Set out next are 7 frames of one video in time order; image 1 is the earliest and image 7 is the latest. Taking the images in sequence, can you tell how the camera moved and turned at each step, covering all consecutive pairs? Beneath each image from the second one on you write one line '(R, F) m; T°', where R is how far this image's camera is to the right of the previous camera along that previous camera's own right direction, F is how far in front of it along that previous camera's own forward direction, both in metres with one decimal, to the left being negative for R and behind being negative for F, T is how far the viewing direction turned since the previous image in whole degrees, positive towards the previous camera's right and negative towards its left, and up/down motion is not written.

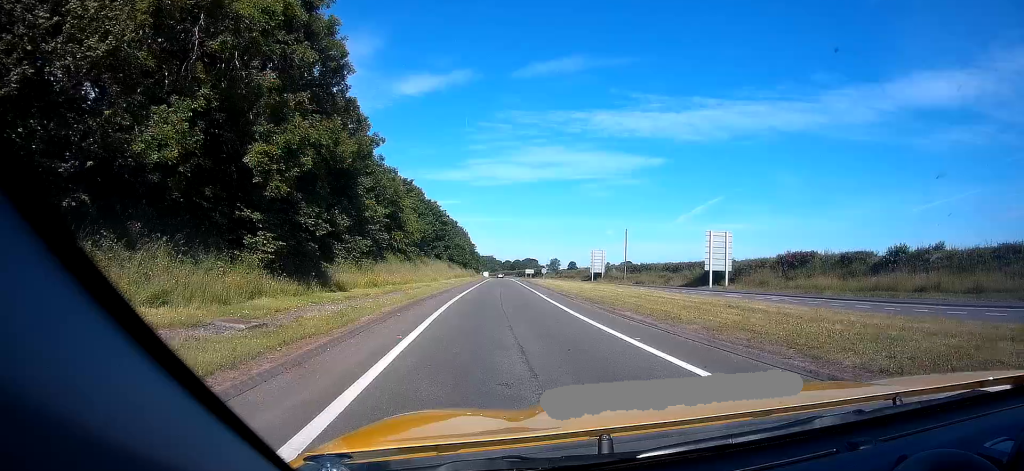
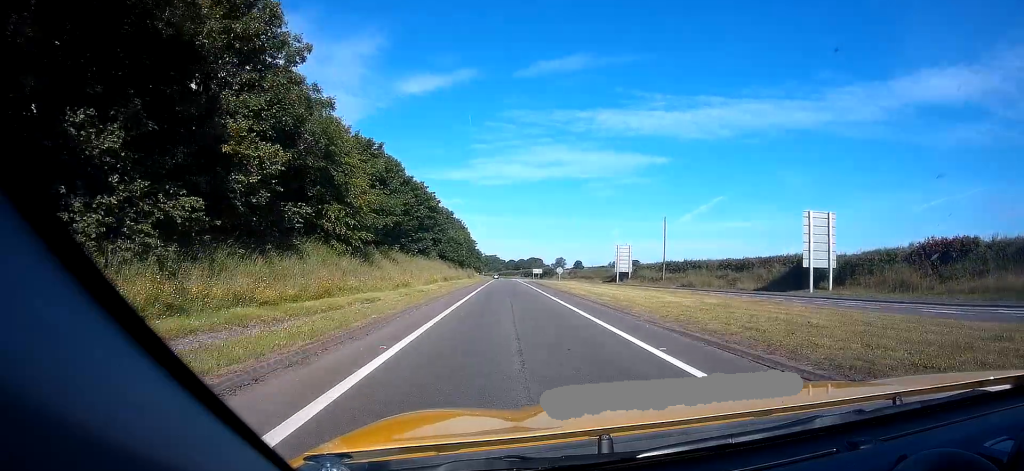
(-0.3, +20.4) m; 0°
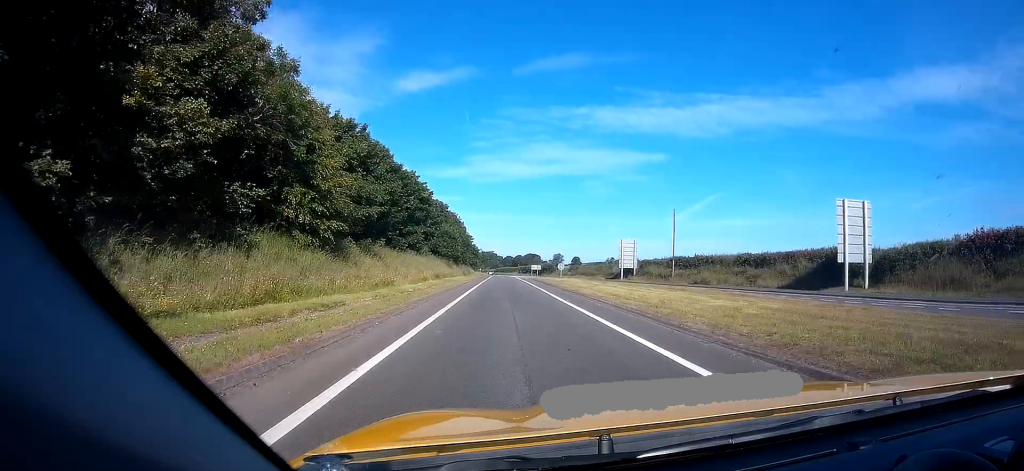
(0.0, +5.0) m; 0°
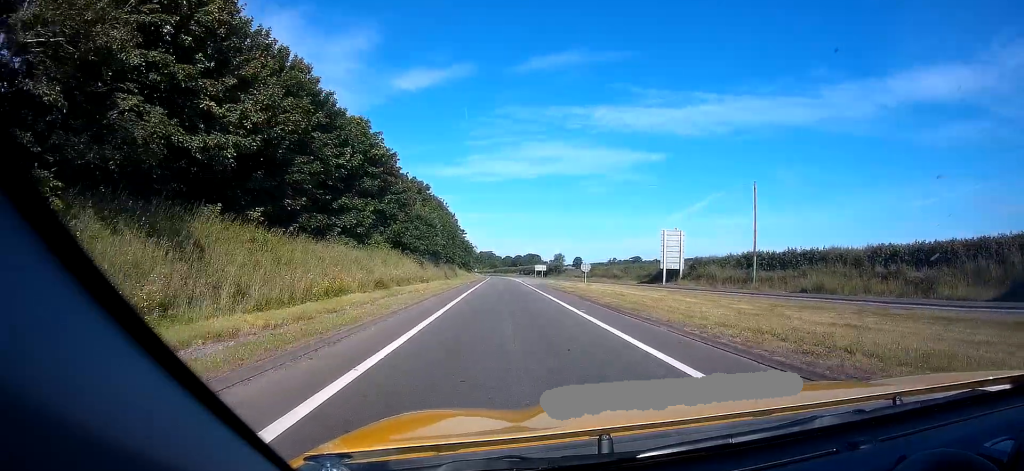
(+0.3, +23.3) m; +2°
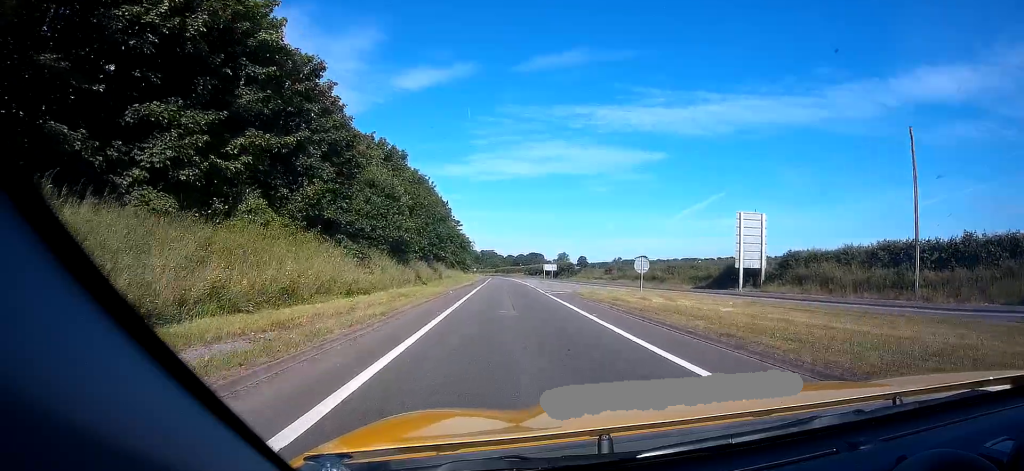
(0.0, +20.3) m; -1°
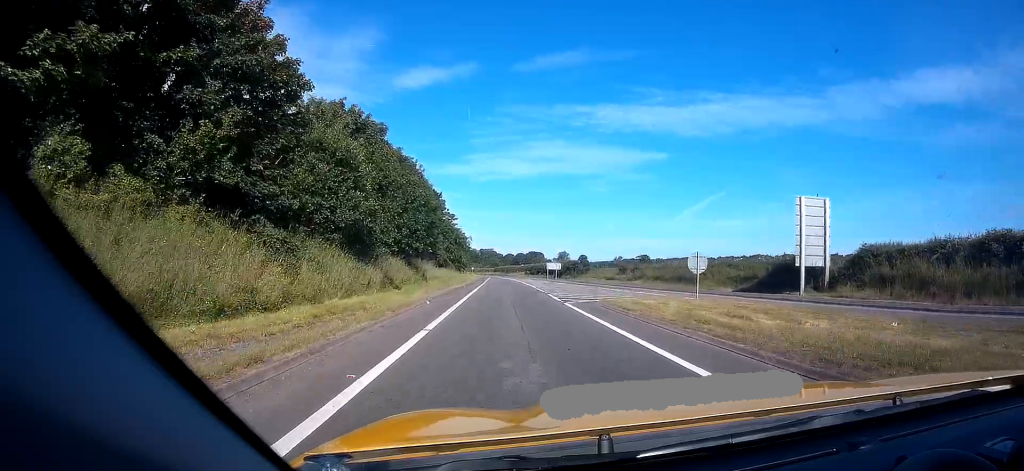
(-0.1, +9.5) m; 0°
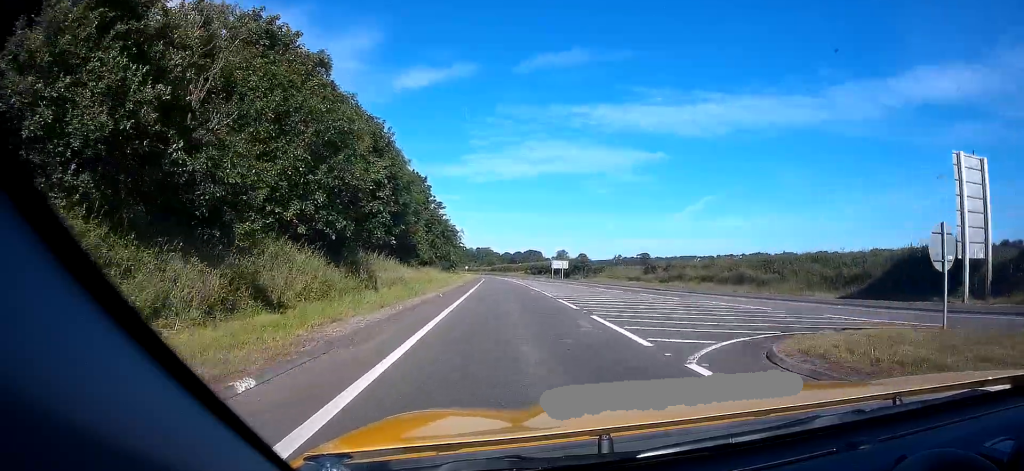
(0.0, +14.2) m; +1°
